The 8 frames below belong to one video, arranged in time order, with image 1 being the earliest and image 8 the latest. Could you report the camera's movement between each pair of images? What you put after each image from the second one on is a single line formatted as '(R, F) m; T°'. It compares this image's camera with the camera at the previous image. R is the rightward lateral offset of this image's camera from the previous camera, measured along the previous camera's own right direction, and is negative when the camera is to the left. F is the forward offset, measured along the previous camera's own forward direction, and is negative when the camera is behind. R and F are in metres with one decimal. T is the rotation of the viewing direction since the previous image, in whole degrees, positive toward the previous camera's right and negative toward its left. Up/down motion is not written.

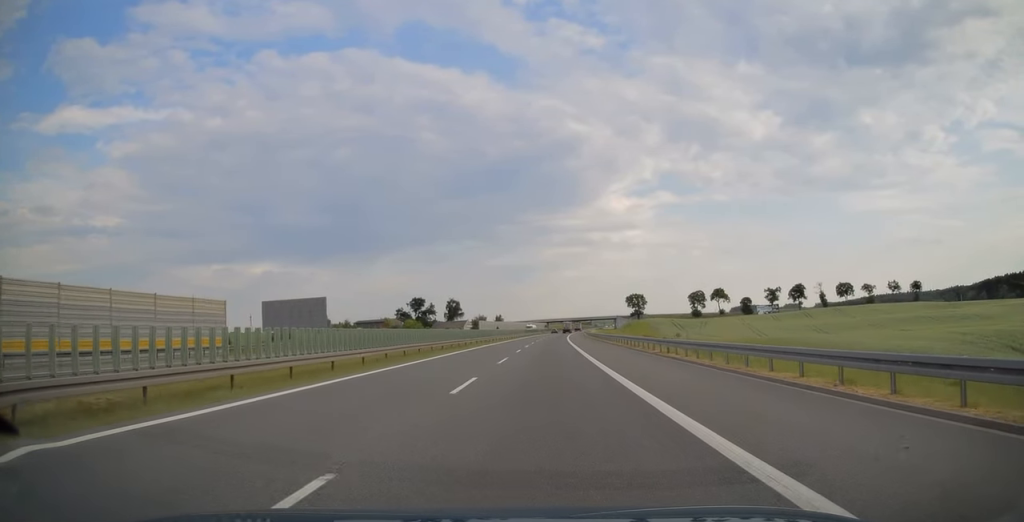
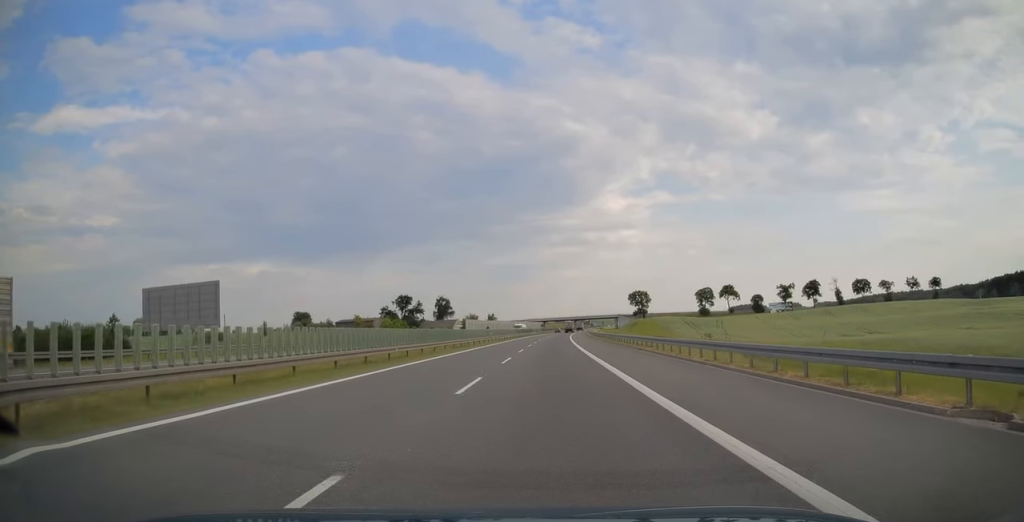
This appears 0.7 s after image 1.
(+0.1, +23.6) m; 0°
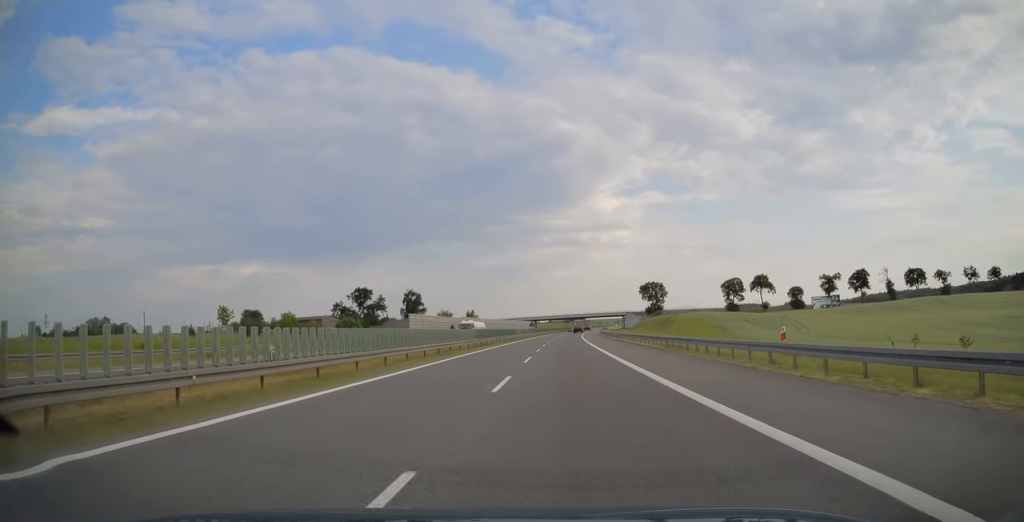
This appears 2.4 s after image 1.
(+0.5, +58.8) m; +1°
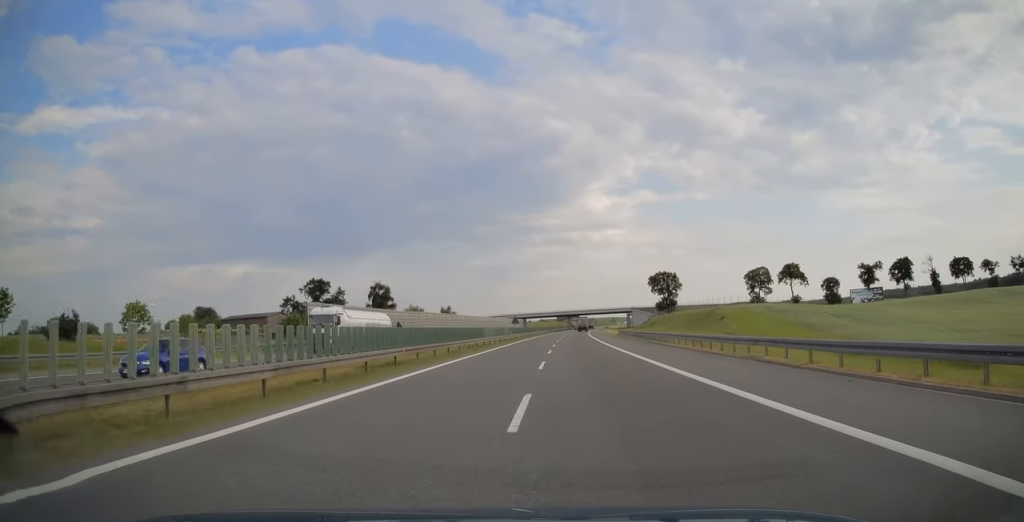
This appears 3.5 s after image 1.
(+0.2, +41.0) m; +1°
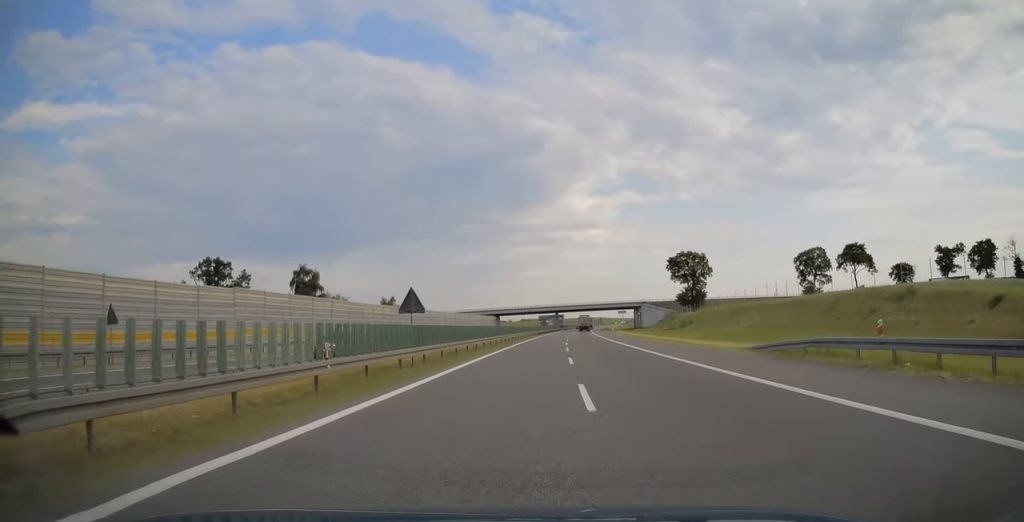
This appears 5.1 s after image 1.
(+0.6, +59.2) m; +1°
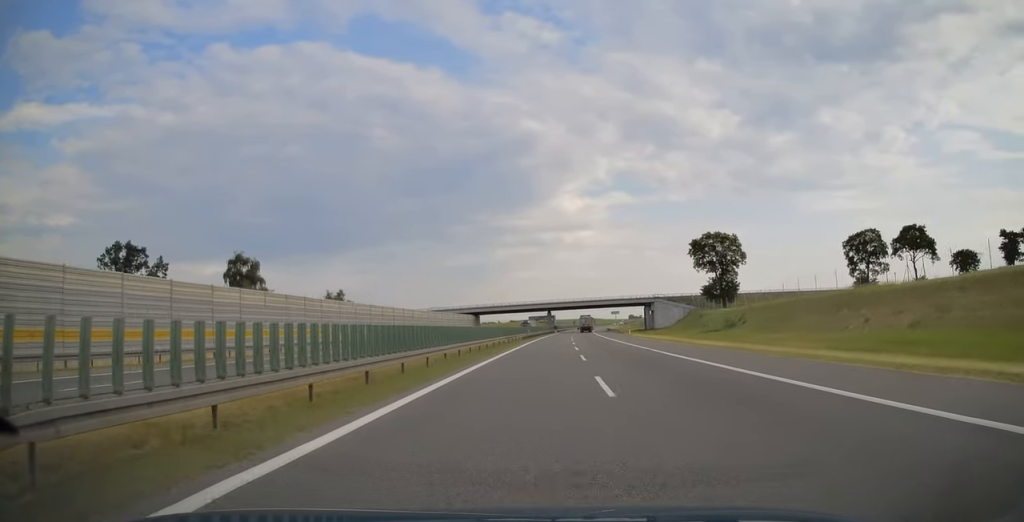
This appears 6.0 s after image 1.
(+0.2, +33.5) m; +1°
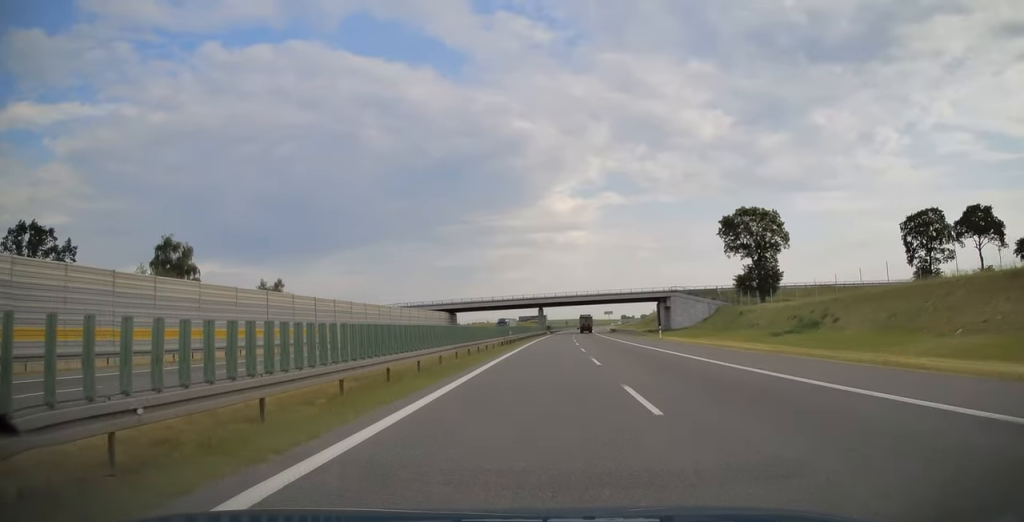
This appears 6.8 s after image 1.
(+0.2, +26.8) m; +1°
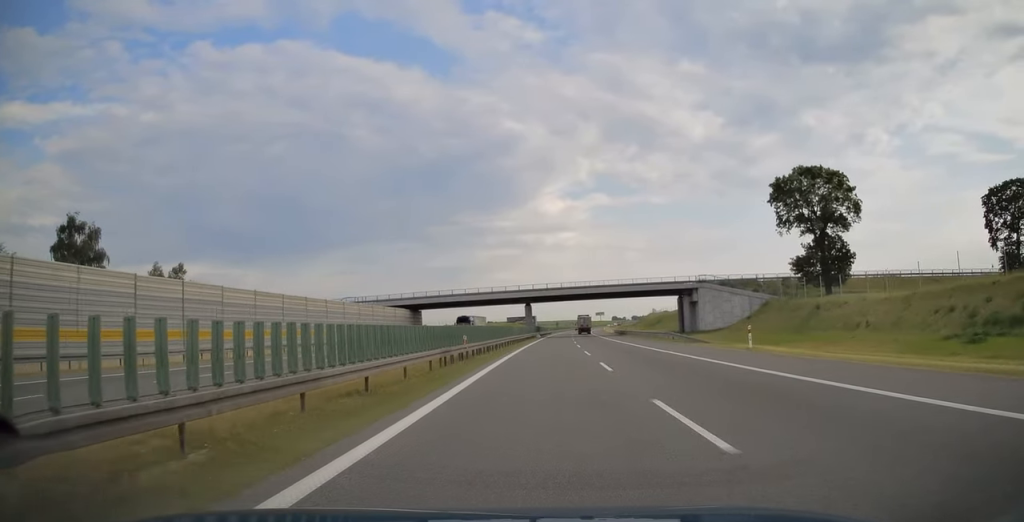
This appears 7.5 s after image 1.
(+0.2, +26.8) m; +1°
